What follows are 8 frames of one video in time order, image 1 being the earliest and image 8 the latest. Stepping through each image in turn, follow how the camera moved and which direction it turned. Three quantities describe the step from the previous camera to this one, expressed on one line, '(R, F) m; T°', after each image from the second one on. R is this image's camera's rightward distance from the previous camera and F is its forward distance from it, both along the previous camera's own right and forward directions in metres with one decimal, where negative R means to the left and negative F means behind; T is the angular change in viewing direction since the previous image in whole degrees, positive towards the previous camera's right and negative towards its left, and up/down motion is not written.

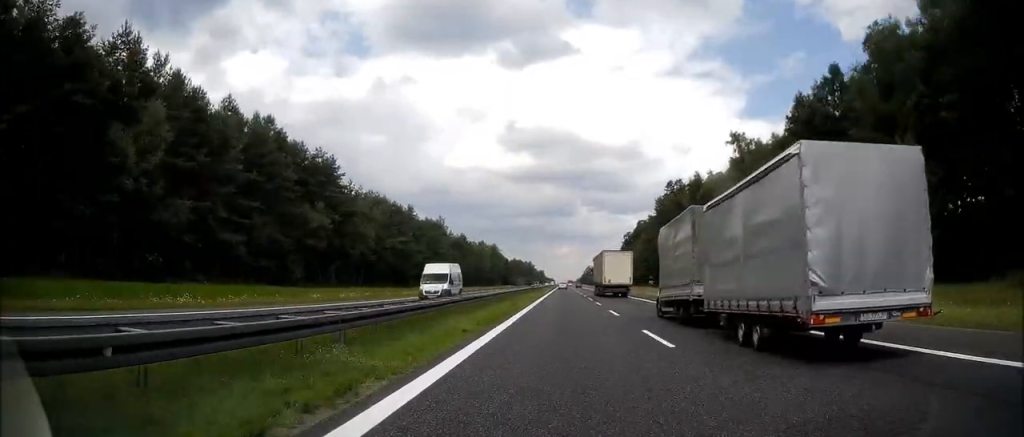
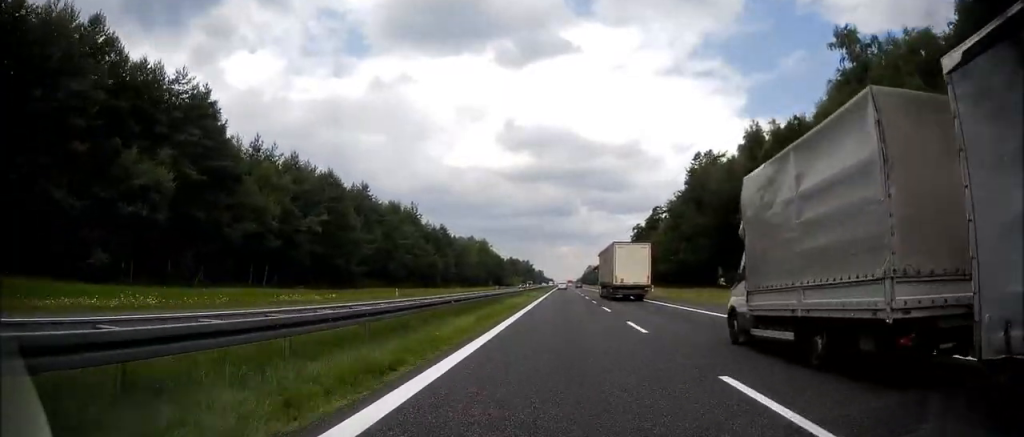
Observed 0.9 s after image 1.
(-0.3, +32.5) m; 0°
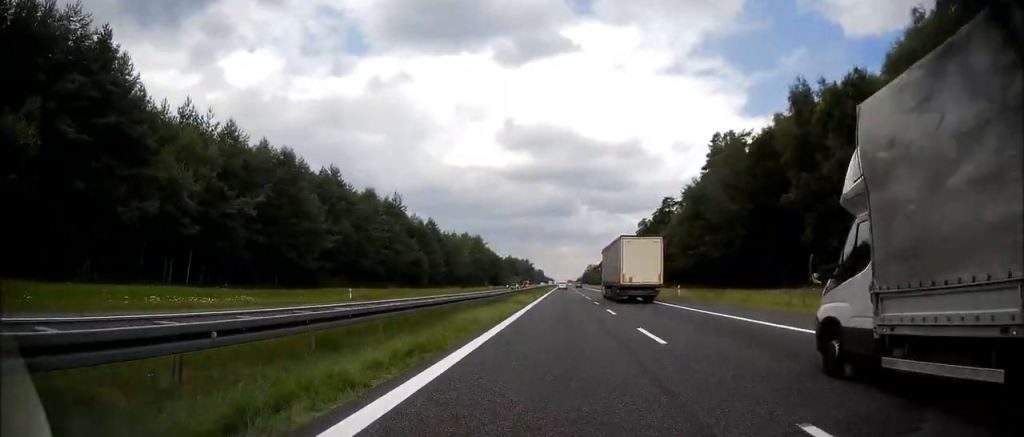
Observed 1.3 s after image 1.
(-0.1, +15.0) m; 0°
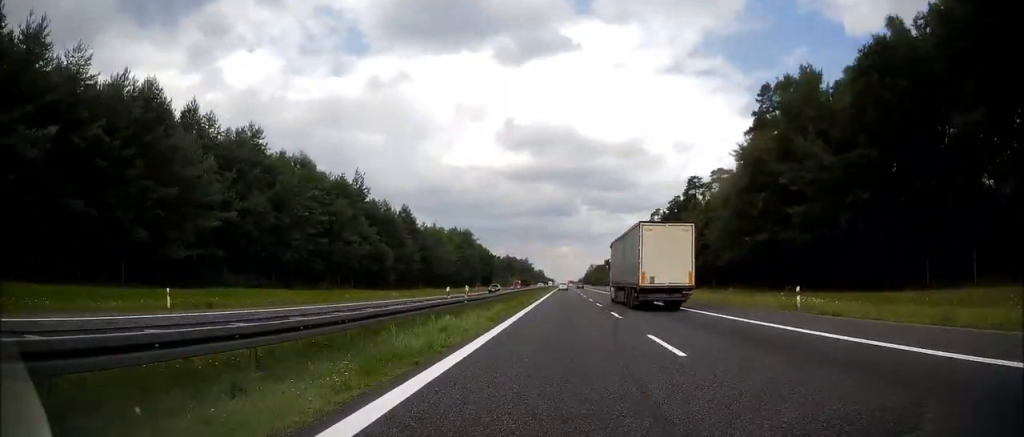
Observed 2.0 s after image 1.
(+0.2, +26.2) m; 0°
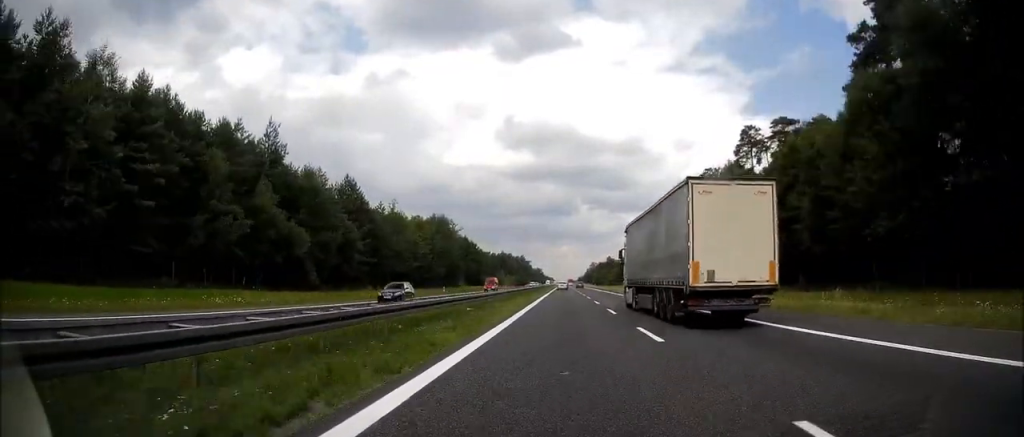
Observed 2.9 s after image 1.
(+0.1, +33.6) m; 0°
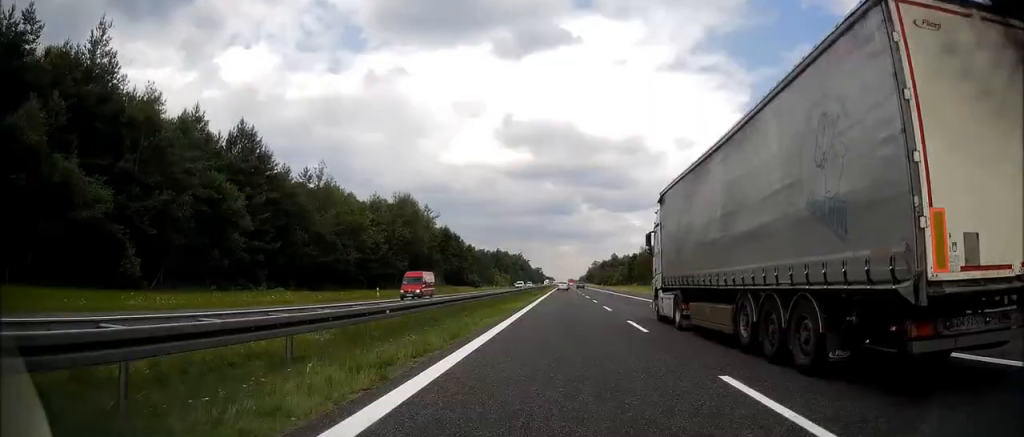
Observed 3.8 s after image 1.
(-0.2, +33.4) m; 0°
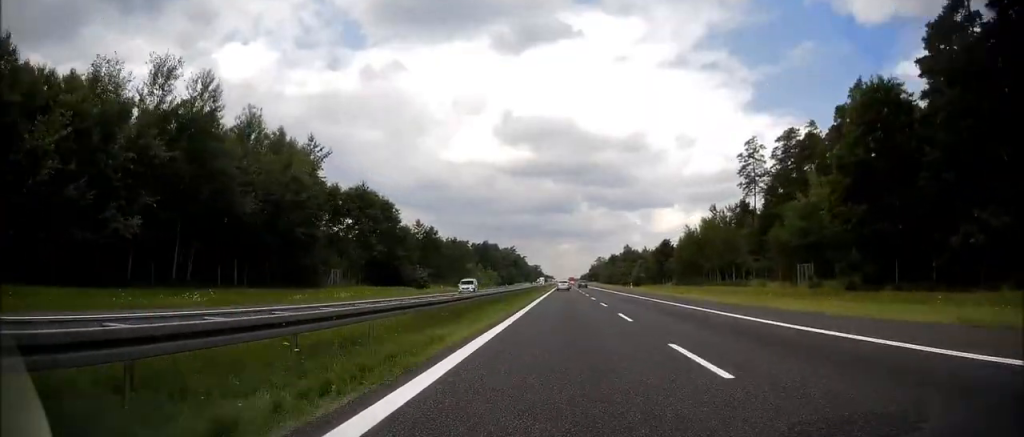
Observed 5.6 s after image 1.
(0.0, +68.0) m; 0°
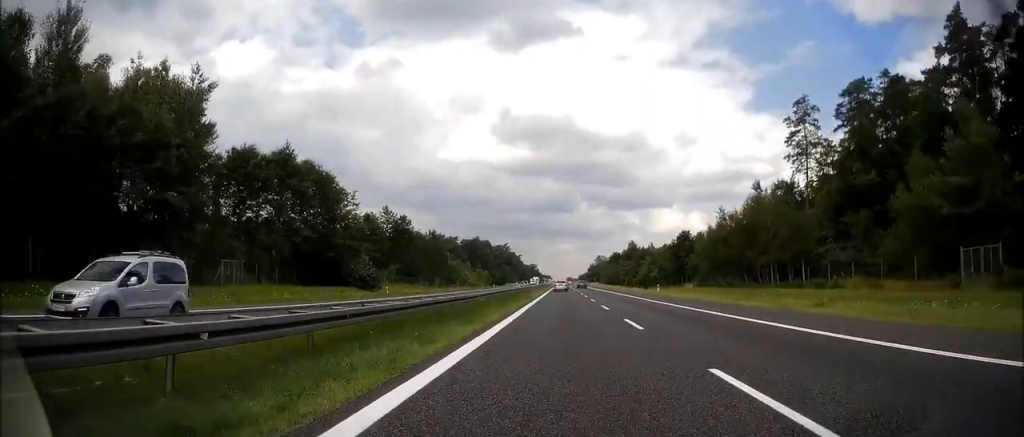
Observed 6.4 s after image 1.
(+0.1, +27.4) m; 0°
